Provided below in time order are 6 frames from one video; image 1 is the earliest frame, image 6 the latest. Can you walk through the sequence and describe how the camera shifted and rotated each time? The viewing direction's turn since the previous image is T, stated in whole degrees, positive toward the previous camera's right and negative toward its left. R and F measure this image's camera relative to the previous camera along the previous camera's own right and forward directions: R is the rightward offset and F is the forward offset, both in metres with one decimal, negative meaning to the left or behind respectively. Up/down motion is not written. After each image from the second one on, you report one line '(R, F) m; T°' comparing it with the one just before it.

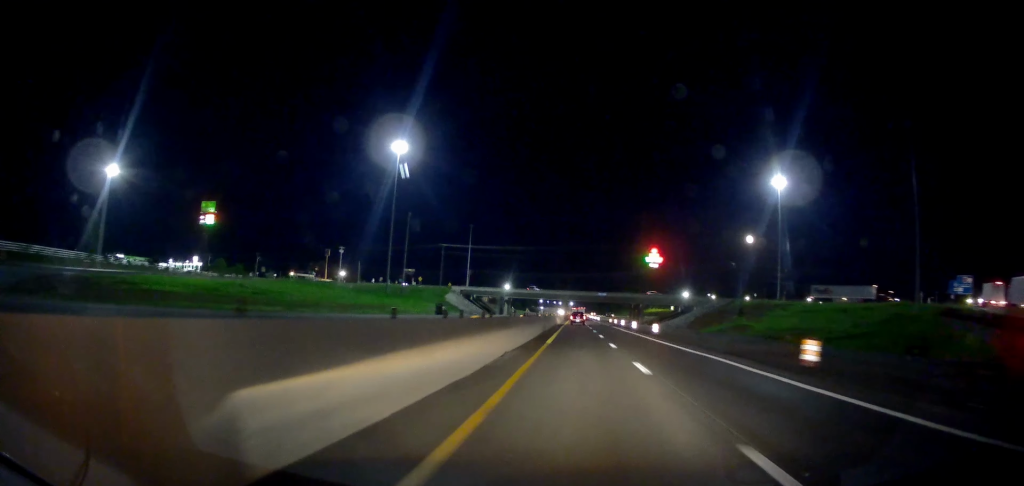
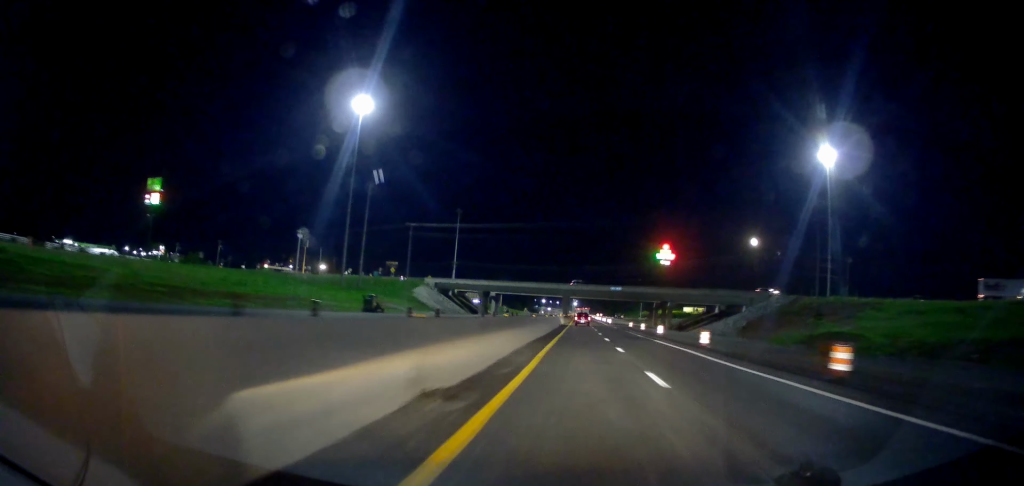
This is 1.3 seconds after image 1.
(+0.2, +38.8) m; +1°
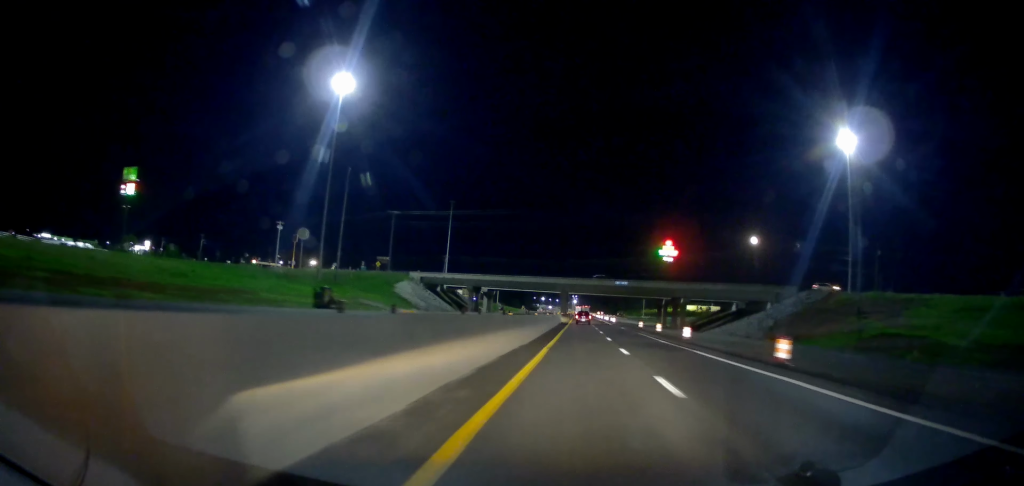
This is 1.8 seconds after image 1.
(0.0, +13.6) m; 0°
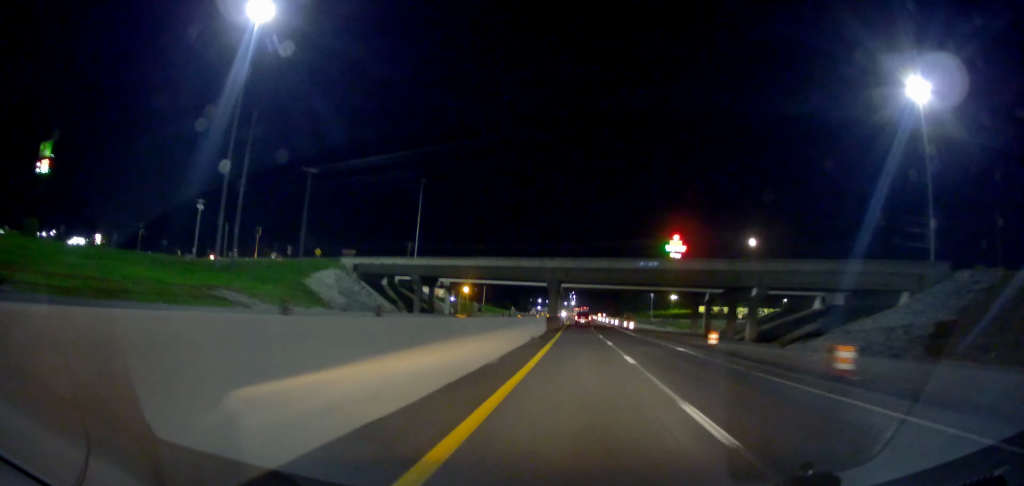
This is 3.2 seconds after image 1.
(0.0, +39.9) m; 0°
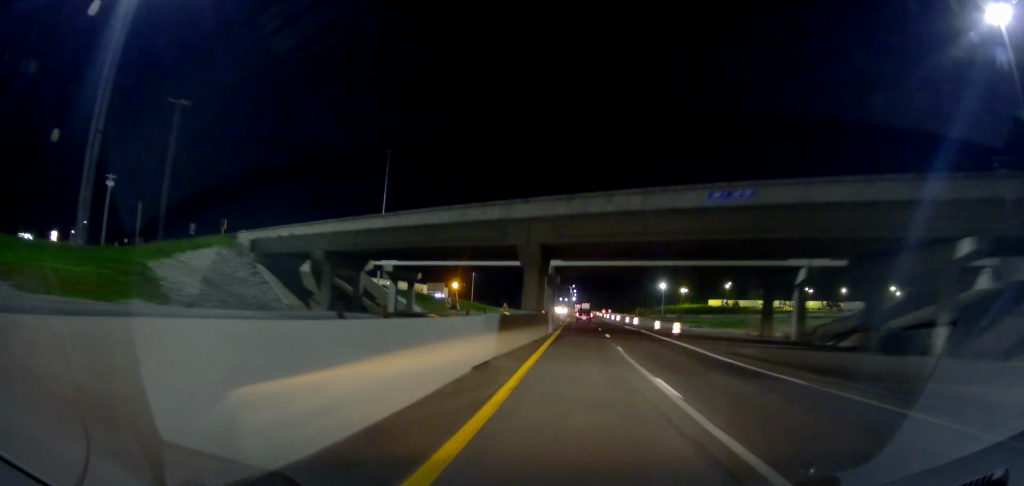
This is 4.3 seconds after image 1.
(0.0, +32.5) m; -1°
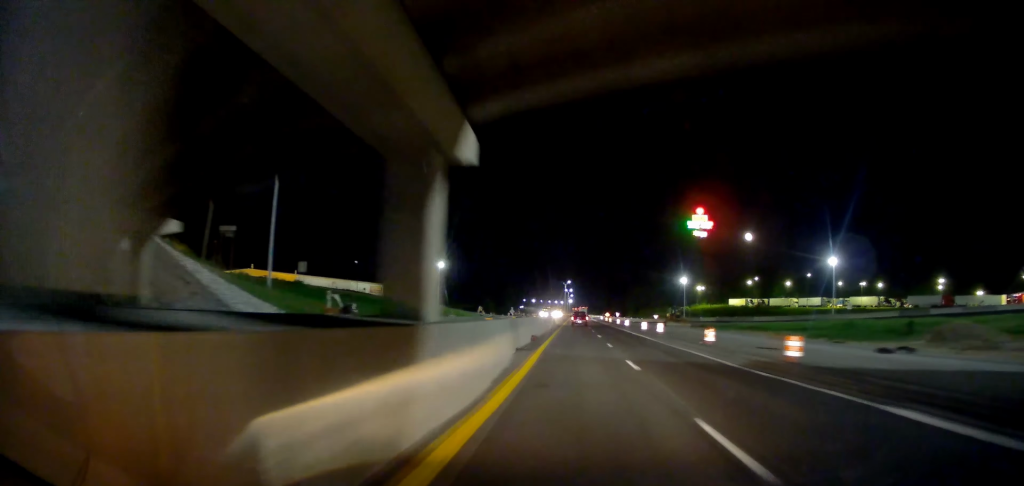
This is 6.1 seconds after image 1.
(-1.0, +54.4) m; -1°
